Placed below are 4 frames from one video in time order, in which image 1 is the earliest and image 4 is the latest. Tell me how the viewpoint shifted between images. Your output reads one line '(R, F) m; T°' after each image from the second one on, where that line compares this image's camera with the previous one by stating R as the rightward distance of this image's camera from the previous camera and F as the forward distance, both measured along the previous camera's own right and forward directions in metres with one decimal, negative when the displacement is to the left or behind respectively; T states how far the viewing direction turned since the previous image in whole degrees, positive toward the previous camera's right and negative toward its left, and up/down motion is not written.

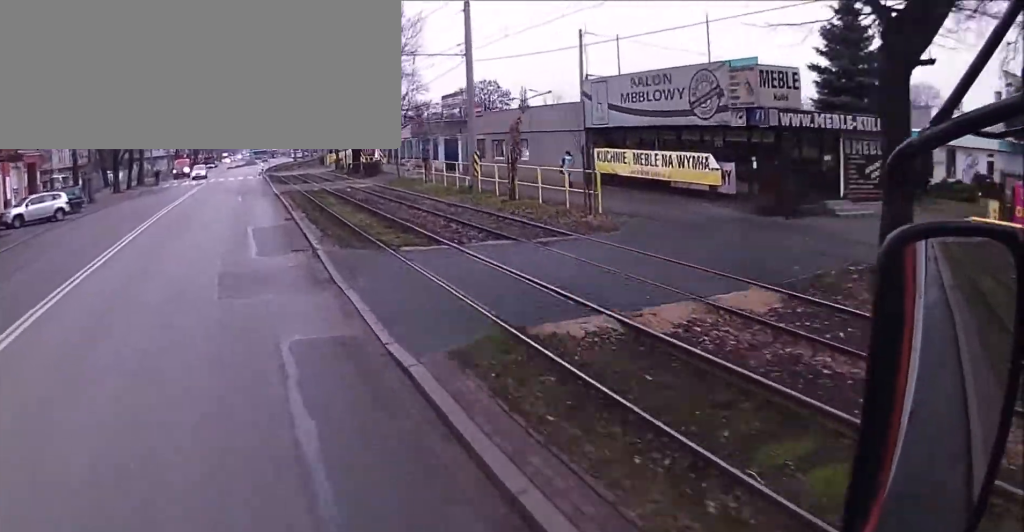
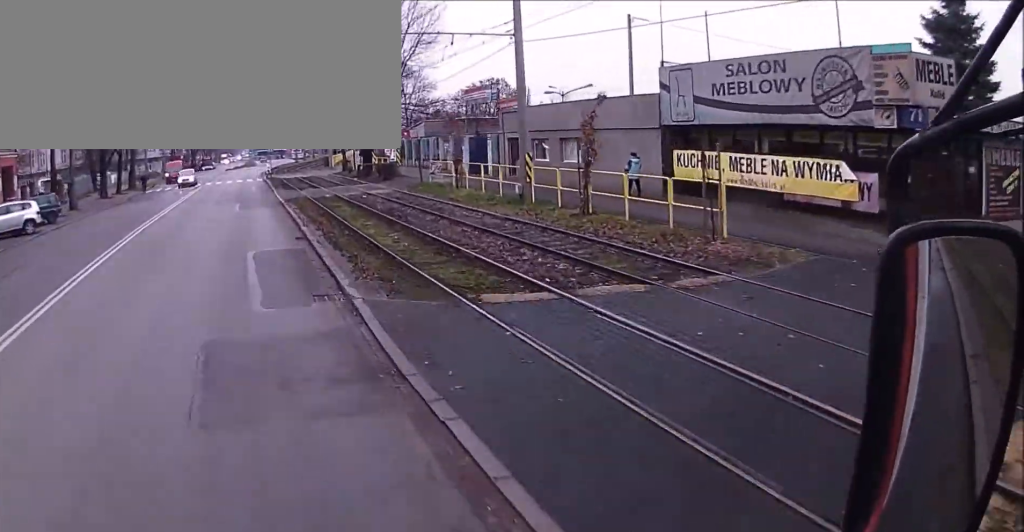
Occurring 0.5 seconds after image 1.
(-0.4, +6.0) m; -5°
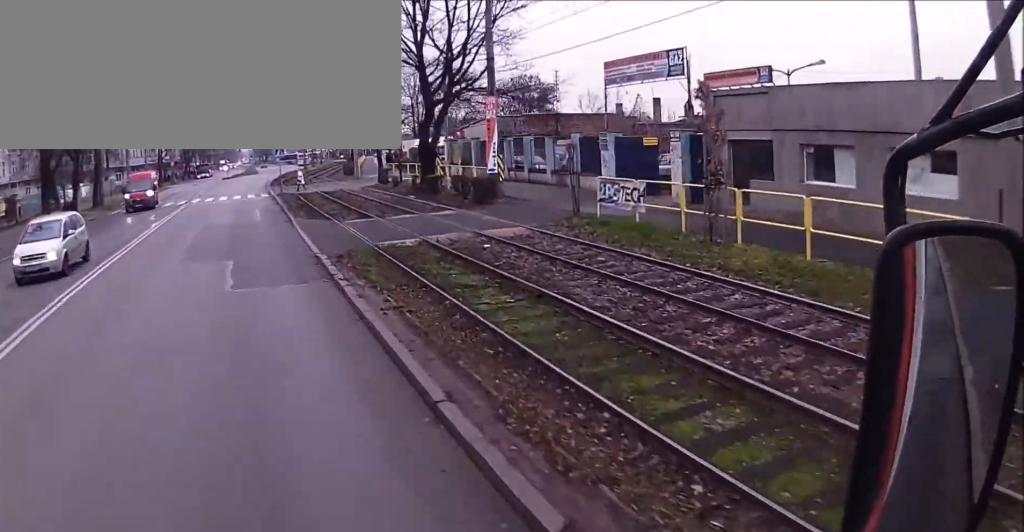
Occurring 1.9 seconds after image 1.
(-0.5, +18.6) m; 0°
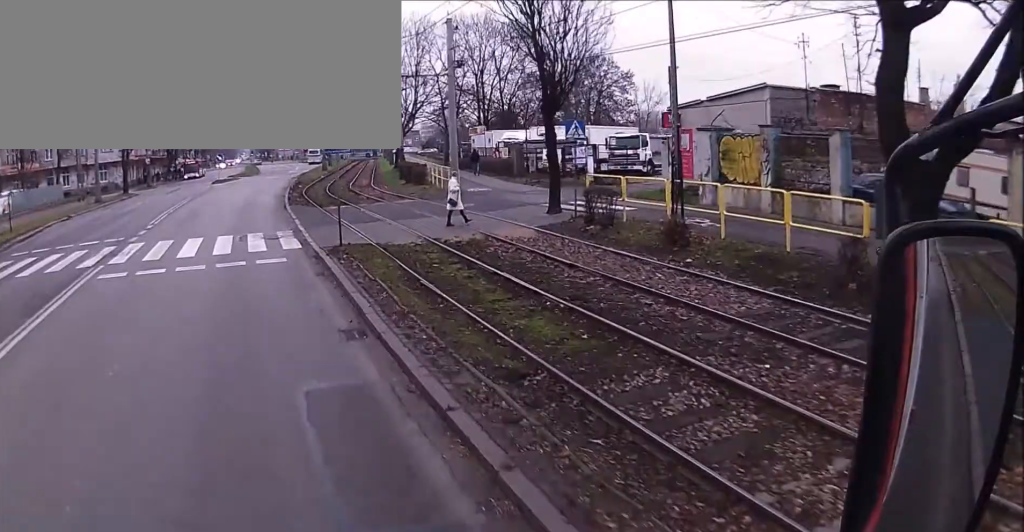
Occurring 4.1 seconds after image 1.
(+1.1, +28.1) m; +3°
